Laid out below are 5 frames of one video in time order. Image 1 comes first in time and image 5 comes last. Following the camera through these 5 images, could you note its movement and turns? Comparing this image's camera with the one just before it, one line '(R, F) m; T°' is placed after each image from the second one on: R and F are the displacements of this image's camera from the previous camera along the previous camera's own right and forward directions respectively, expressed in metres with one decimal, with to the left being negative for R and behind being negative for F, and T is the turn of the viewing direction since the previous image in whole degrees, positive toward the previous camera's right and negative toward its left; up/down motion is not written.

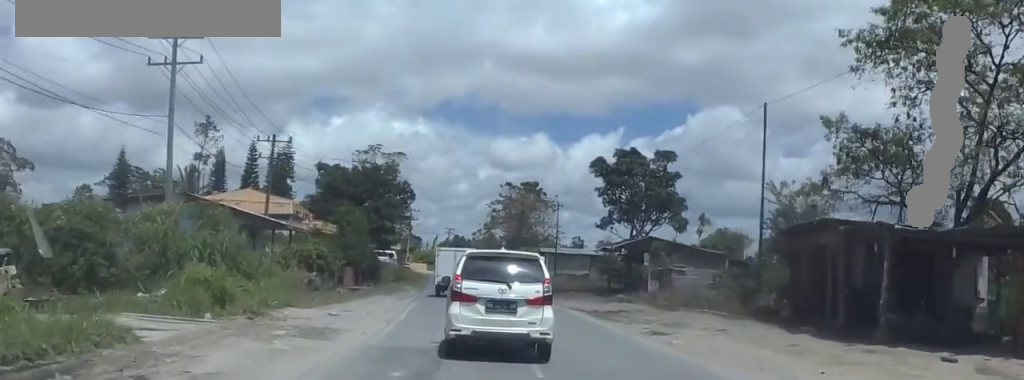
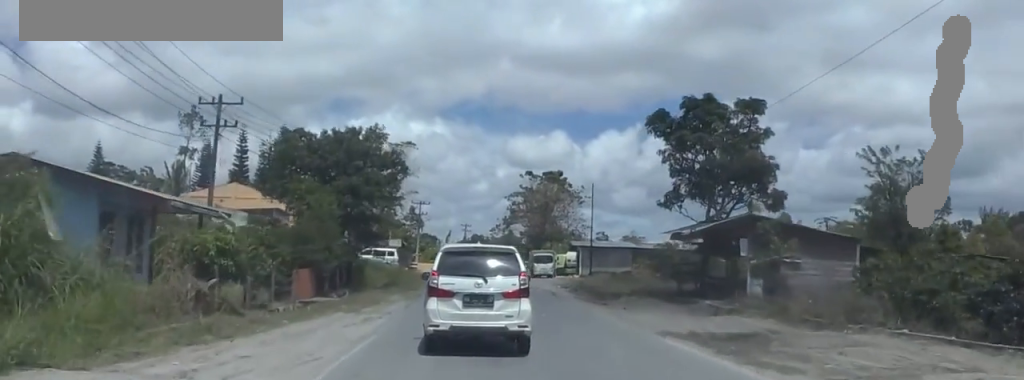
(-1.2, +15.5) m; -1°
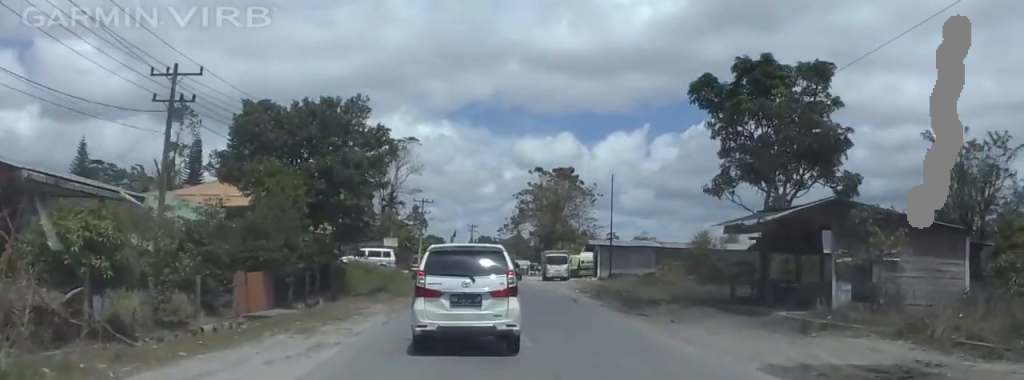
(+0.8, +7.5) m; 0°
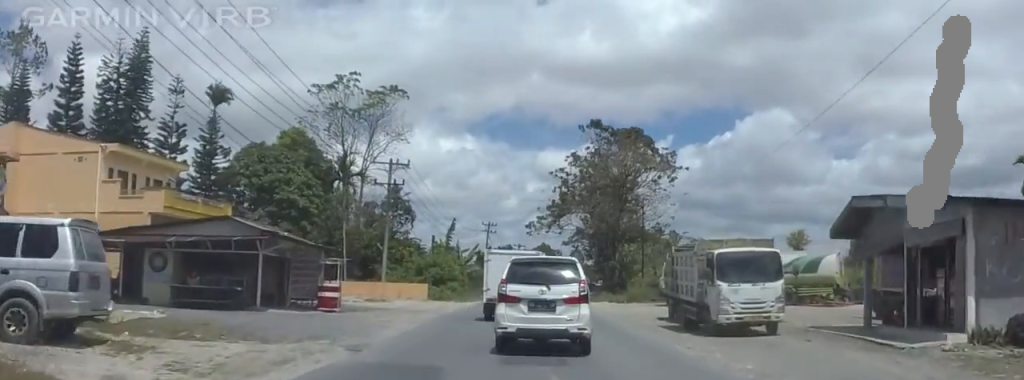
(-0.5, +51.1) m; 0°
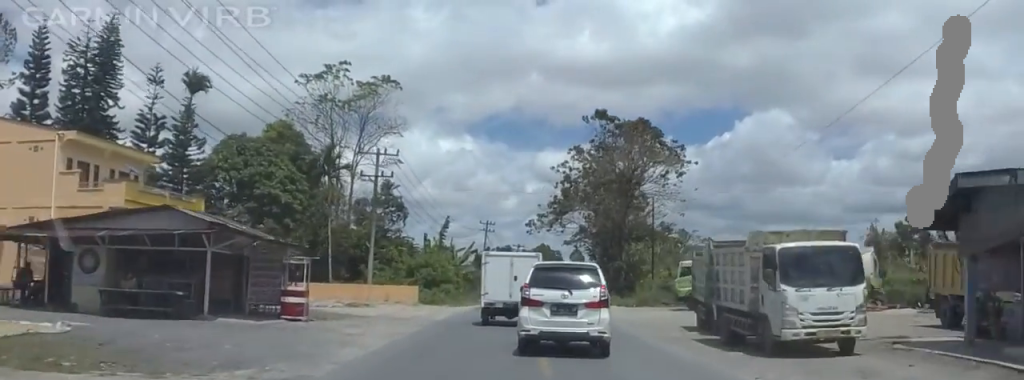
(+0.3, +5.2) m; 0°
